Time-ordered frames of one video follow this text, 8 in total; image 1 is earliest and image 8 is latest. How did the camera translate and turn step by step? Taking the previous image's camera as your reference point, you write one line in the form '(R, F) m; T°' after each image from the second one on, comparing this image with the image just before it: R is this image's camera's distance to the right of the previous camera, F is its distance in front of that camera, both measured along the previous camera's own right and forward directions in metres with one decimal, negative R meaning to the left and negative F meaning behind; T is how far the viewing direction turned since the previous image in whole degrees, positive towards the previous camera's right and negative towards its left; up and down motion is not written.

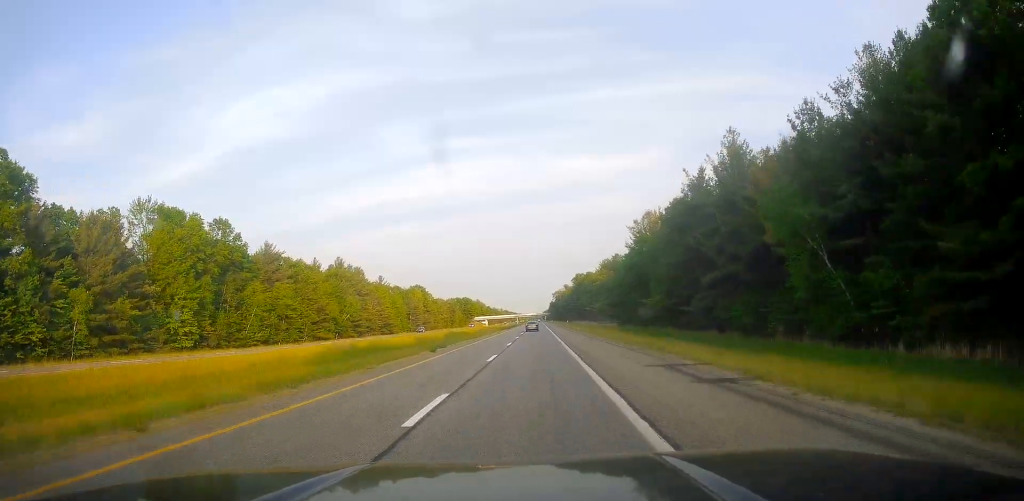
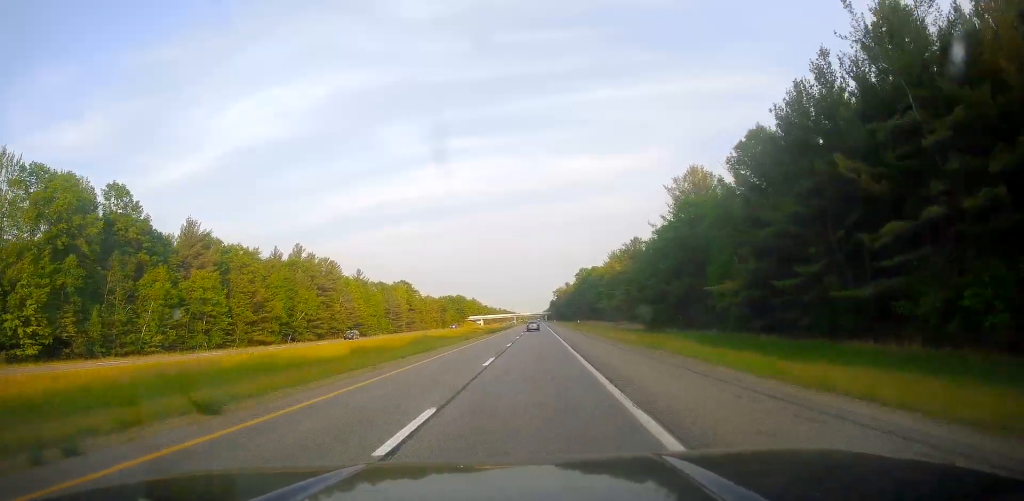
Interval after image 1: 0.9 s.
(+0.1, +32.5) m; 0°
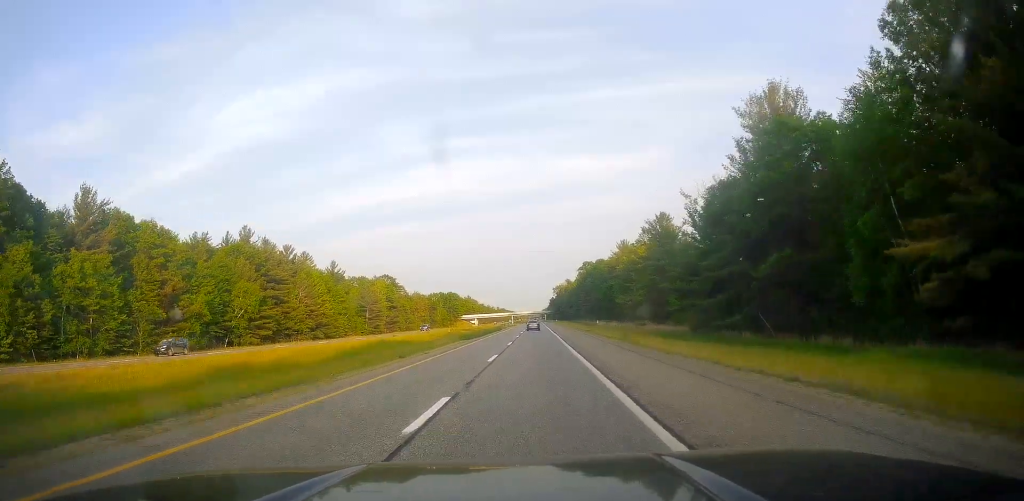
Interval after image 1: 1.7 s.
(+0.1, +28.9) m; 0°
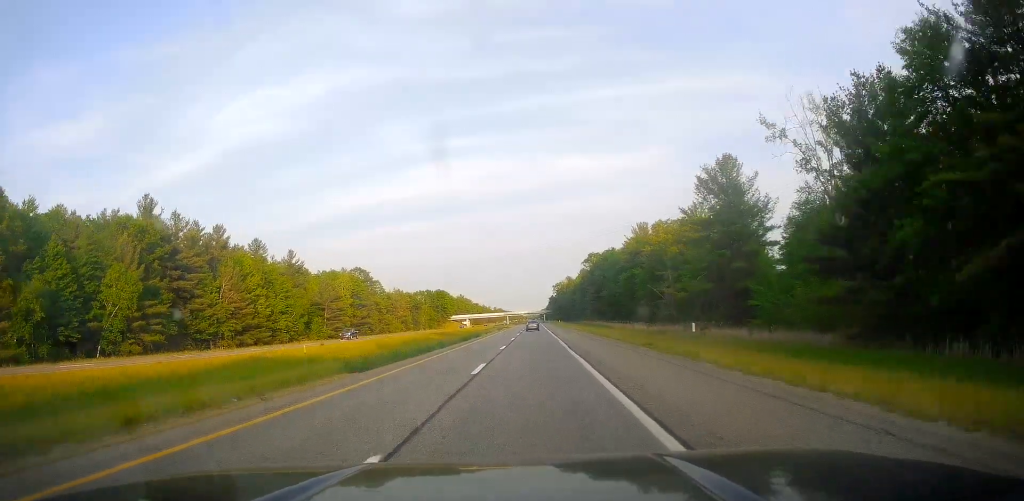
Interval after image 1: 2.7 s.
(0.0, +36.0) m; 0°
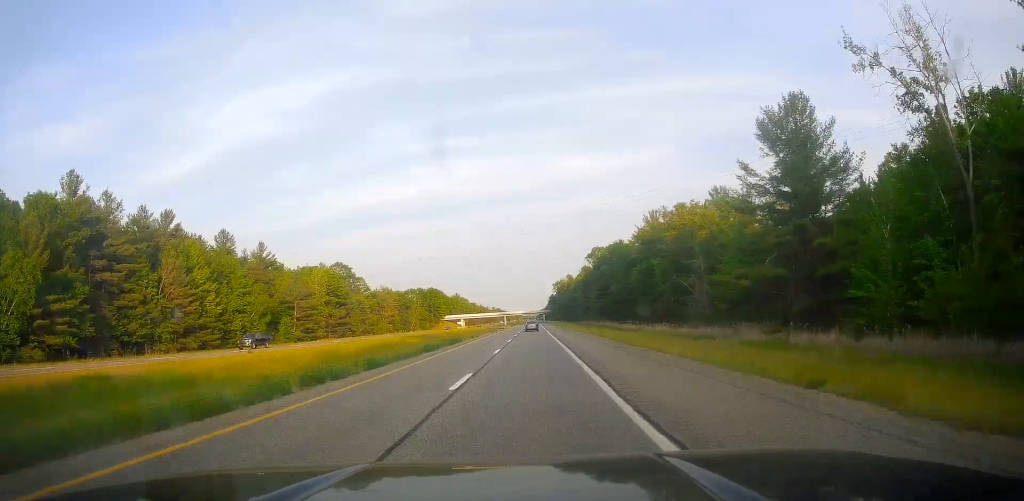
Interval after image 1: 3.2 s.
(+0.3, +19.1) m; 0°
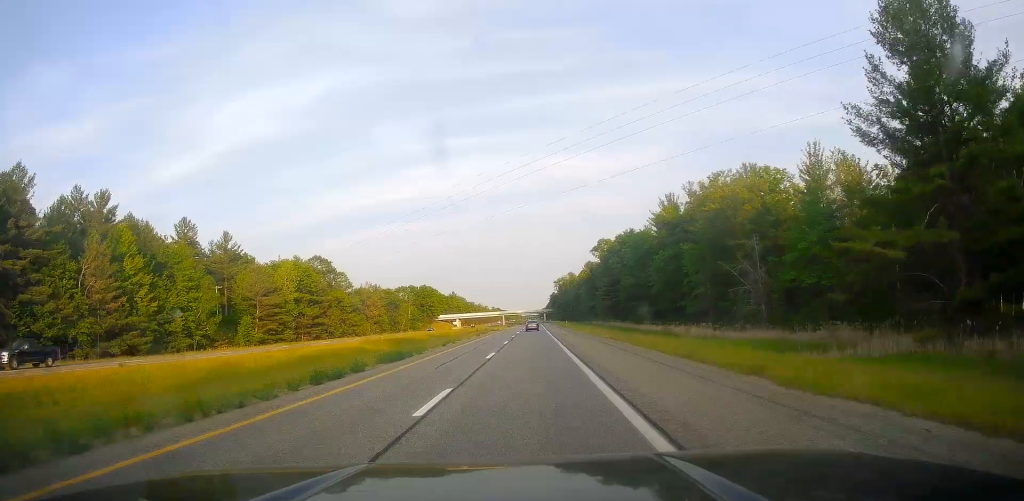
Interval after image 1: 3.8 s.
(0.0, +19.1) m; 0°
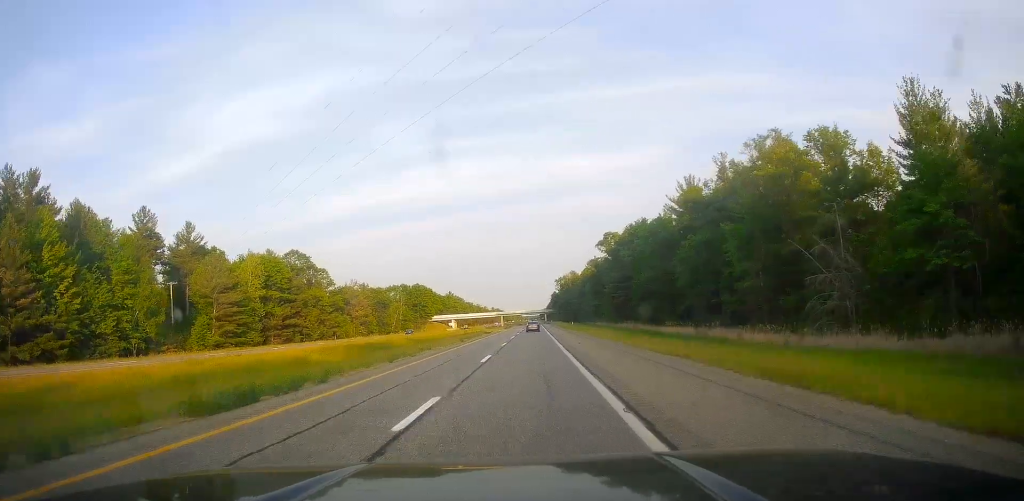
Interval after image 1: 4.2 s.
(-0.3, +16.8) m; 0°
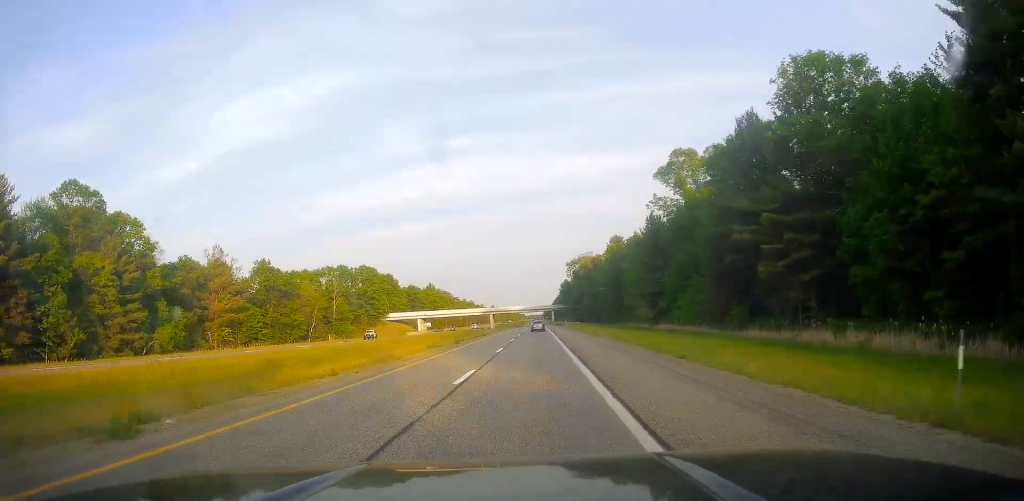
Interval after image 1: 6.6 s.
(+0.2, +84.0) m; +1°
